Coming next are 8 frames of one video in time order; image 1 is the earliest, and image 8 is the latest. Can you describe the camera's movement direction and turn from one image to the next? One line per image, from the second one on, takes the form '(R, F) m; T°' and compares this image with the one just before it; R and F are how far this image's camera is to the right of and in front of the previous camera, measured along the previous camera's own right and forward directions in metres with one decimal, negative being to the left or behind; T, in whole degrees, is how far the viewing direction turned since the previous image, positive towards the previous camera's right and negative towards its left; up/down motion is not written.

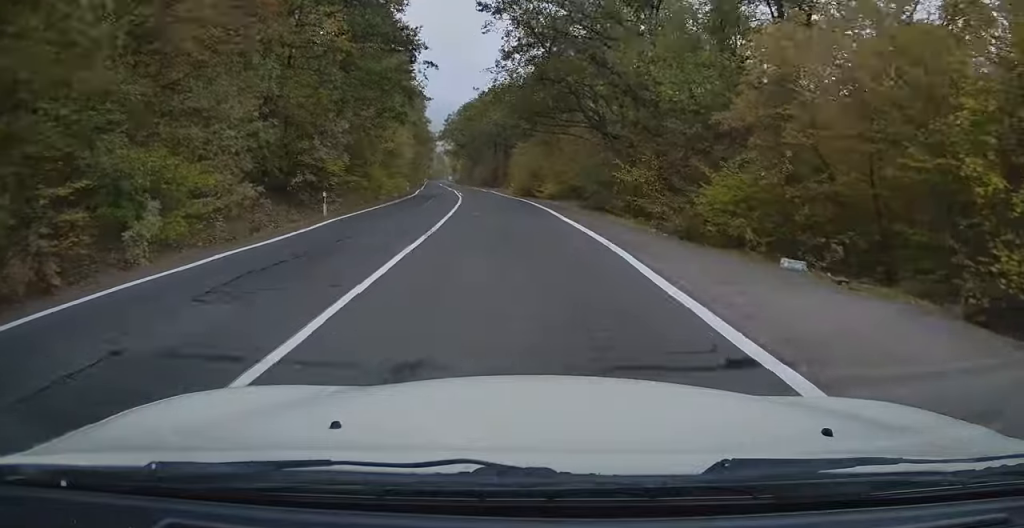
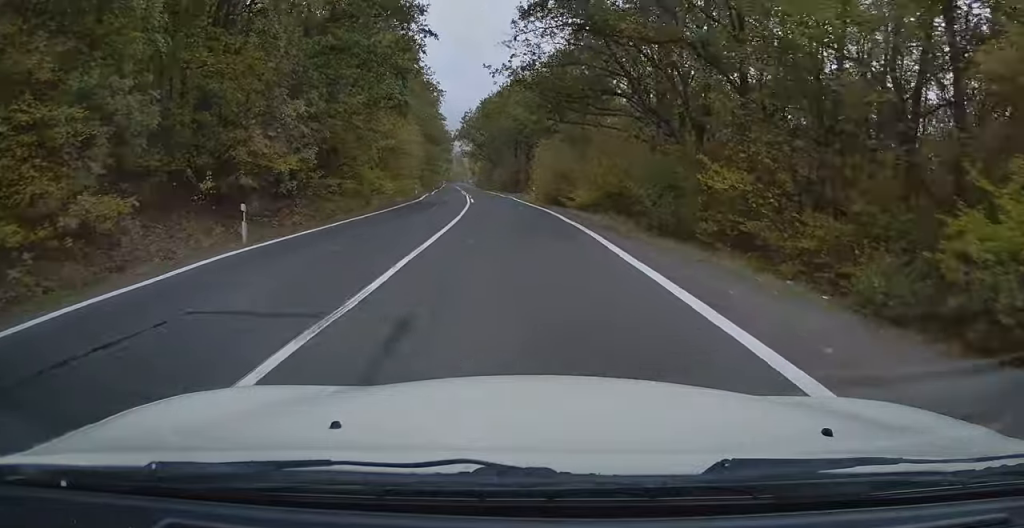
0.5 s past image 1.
(-0.2, +8.0) m; -2°
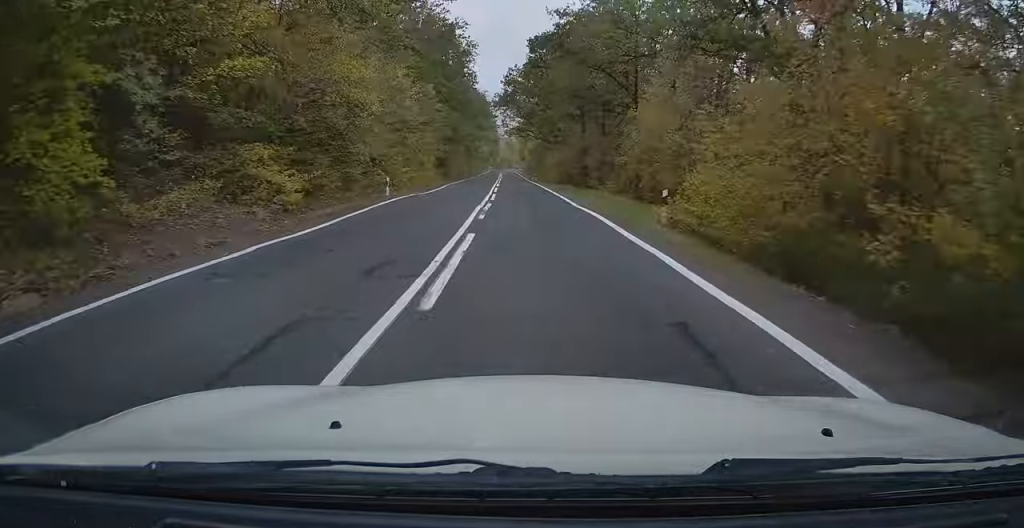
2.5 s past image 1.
(-0.8, +30.1) m; -3°
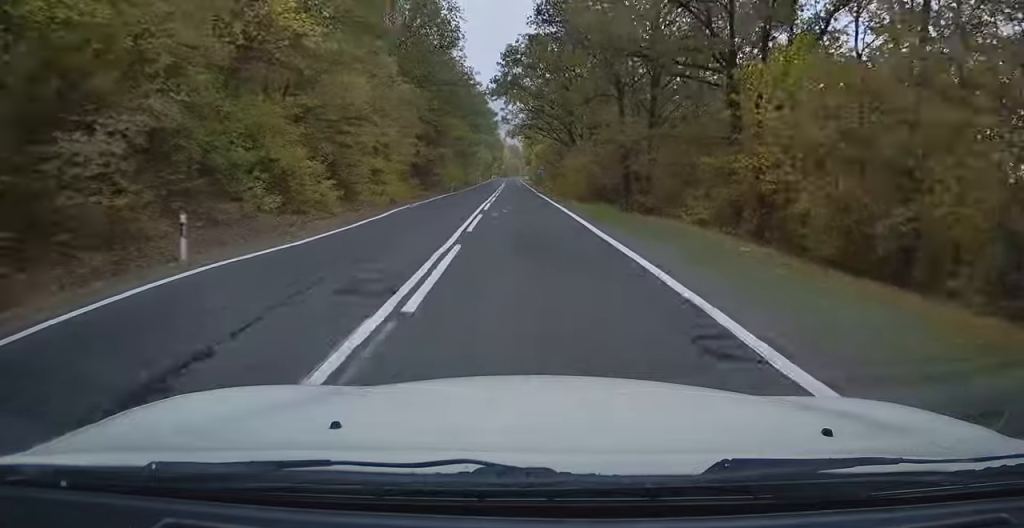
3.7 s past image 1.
(-0.3, +17.8) m; -2°
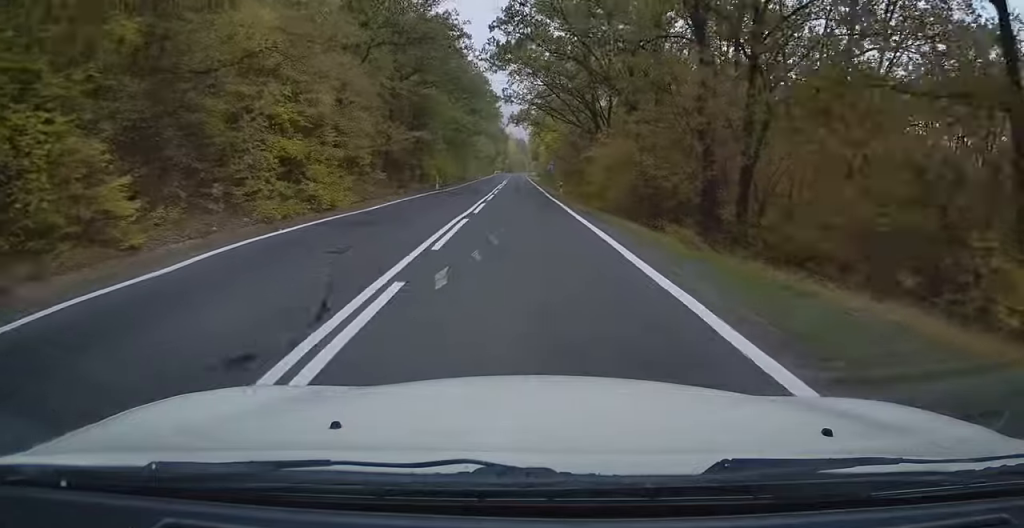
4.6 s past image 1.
(-0.1, +14.0) m; -1°
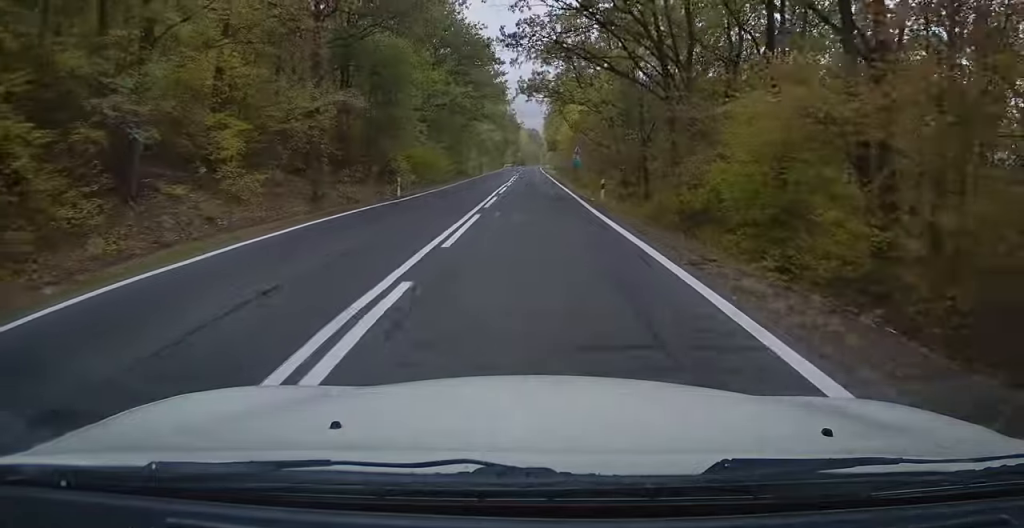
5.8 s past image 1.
(-0.1, +18.3) m; 0°
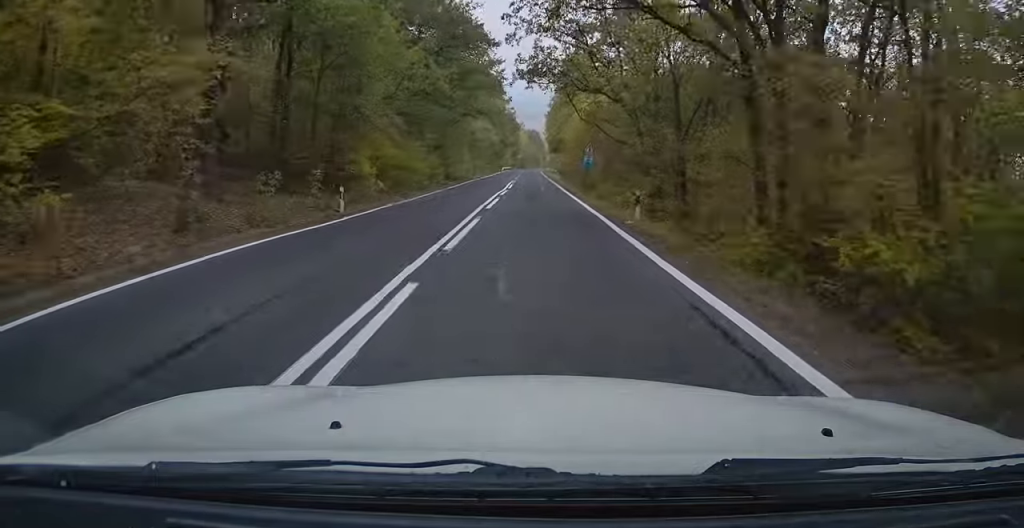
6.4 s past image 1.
(+0.2, +8.8) m; 0°
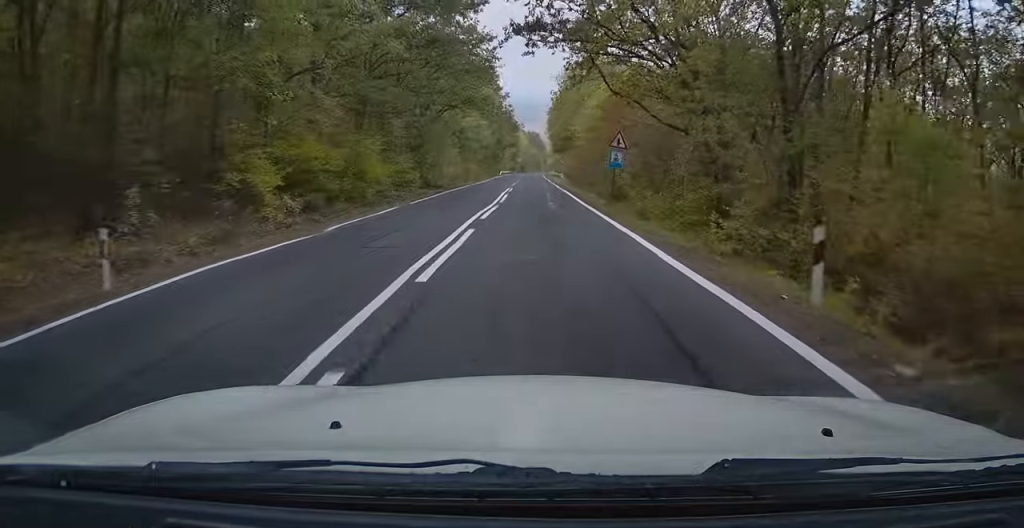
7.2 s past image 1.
(-0.1, +11.7) m; 0°
